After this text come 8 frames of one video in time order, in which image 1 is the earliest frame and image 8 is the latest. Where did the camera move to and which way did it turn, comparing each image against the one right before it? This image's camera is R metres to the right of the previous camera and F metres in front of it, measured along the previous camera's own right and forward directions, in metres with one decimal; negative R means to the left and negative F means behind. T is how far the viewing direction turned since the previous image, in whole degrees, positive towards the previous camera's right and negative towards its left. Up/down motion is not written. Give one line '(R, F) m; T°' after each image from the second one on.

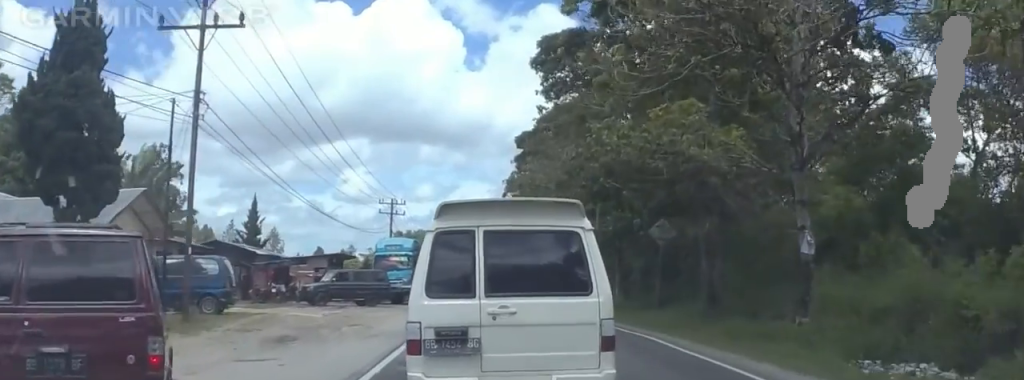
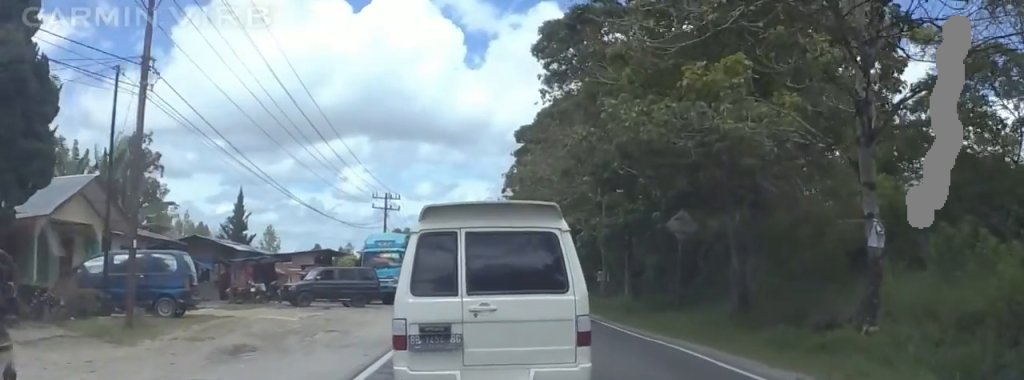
(+0.2, +4.8) m; +2°
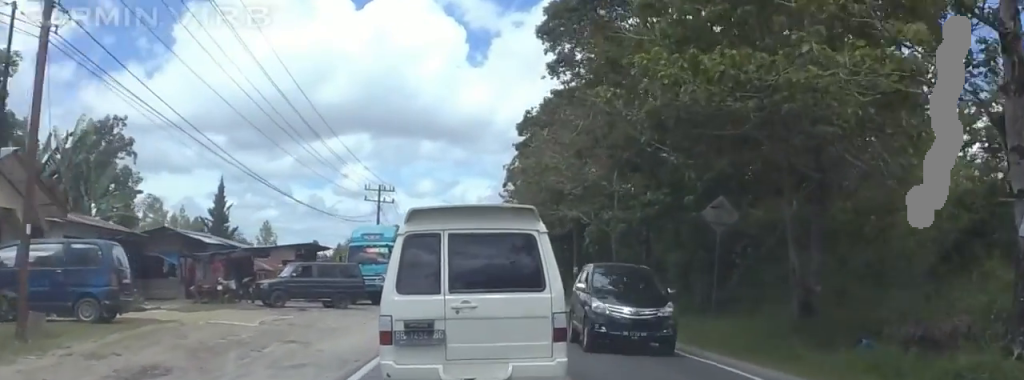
(0.0, +5.9) m; -1°
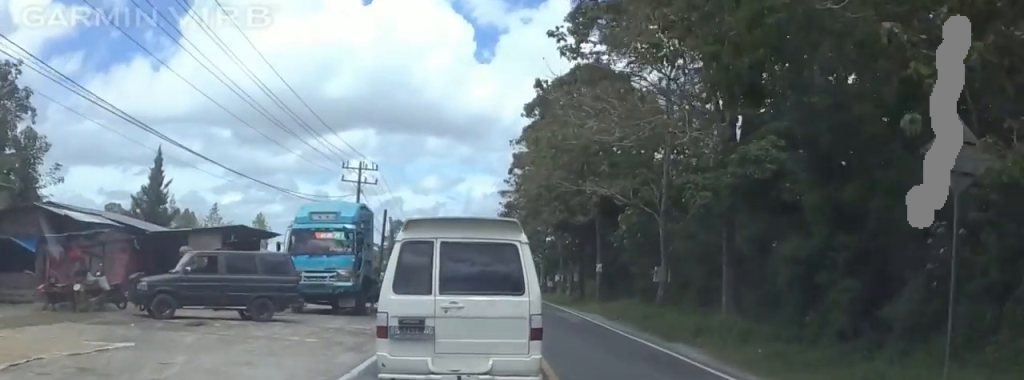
(-1.1, +14.3) m; -7°
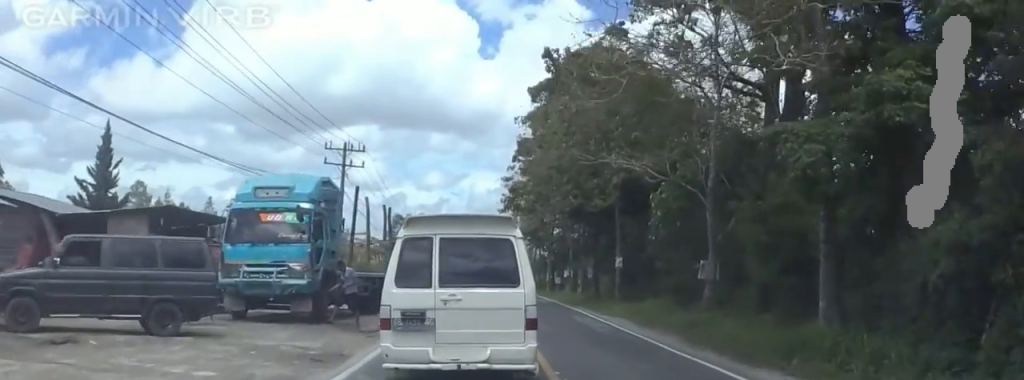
(-0.5, +7.7) m; +1°
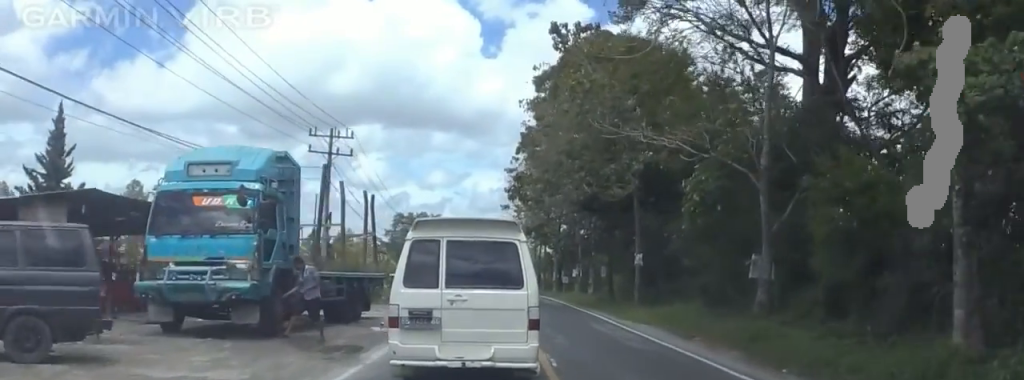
(+0.5, +5.2) m; +3°
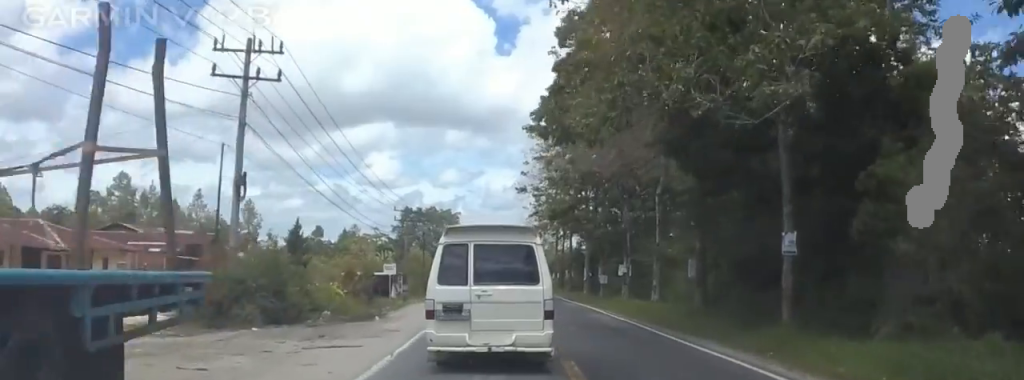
(-0.5, +17.7) m; -5°
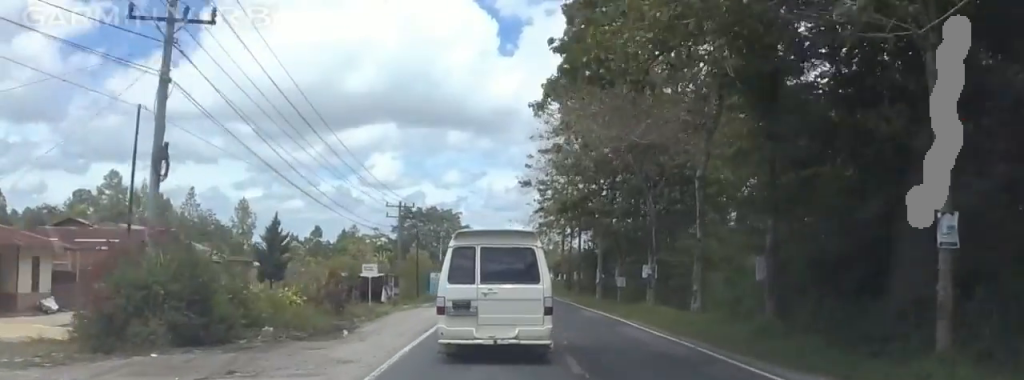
(-0.6, +7.0) m; +1°
